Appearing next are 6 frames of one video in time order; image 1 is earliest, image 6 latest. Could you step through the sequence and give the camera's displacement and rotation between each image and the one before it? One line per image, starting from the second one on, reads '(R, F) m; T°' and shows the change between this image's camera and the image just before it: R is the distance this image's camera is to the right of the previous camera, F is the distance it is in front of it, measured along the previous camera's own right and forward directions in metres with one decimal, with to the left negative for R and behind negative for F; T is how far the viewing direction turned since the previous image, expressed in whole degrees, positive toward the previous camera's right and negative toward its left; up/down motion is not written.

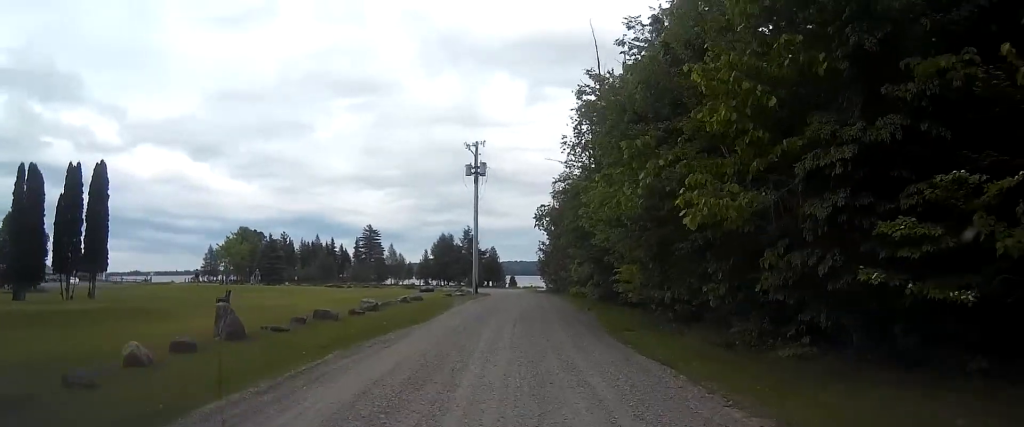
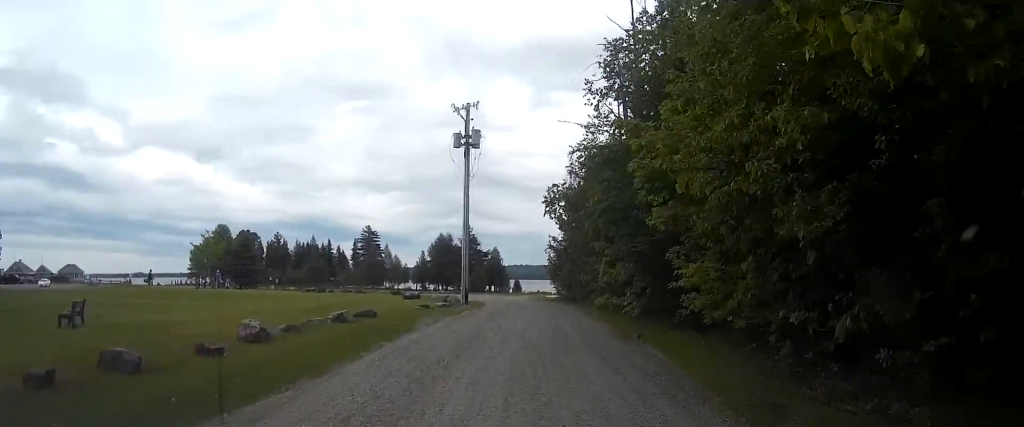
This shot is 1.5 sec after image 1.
(-0.2, +11.6) m; -1°
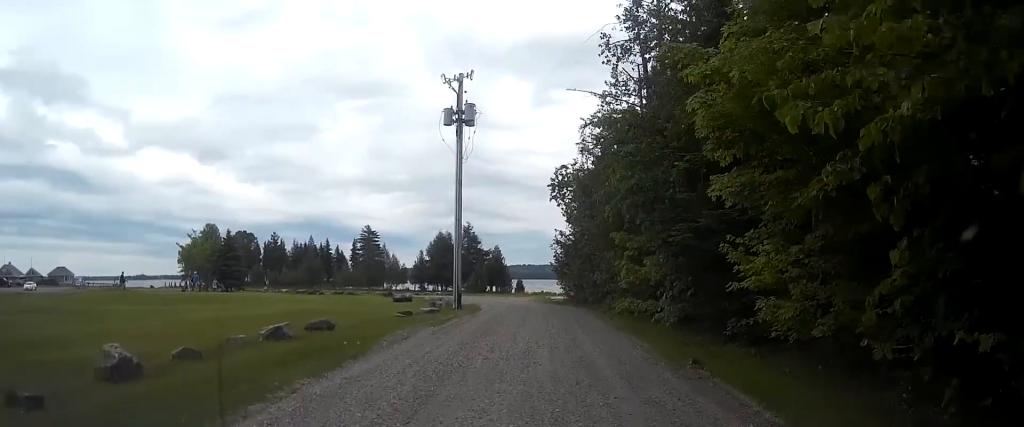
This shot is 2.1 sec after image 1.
(0.0, +5.2) m; -1°
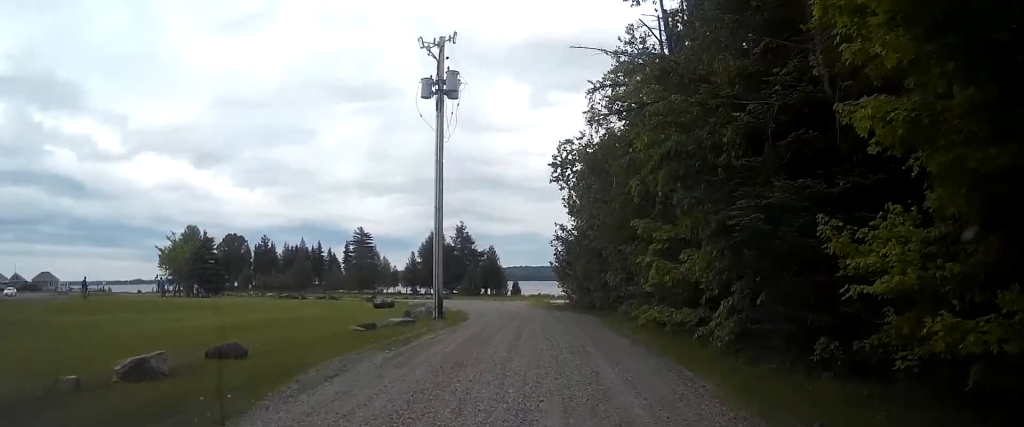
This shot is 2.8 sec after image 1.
(0.0, +5.2) m; -1°
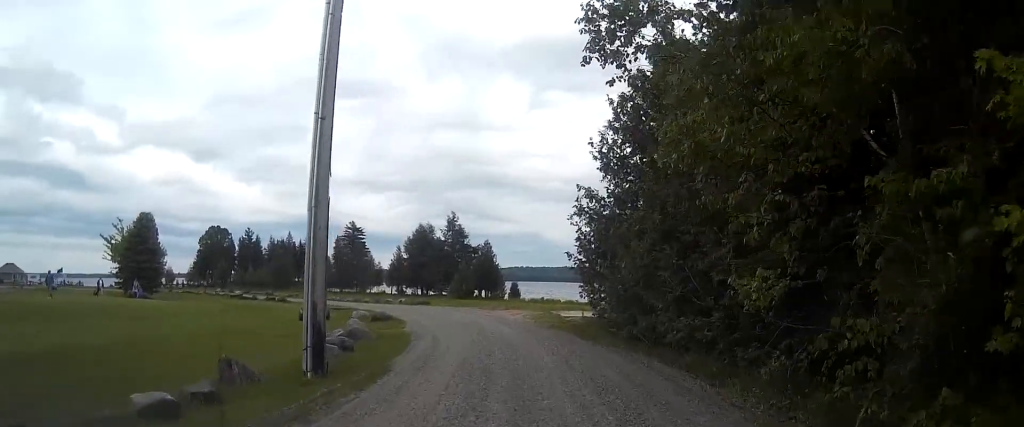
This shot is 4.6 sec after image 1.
(-0.1, +13.5) m; 0°
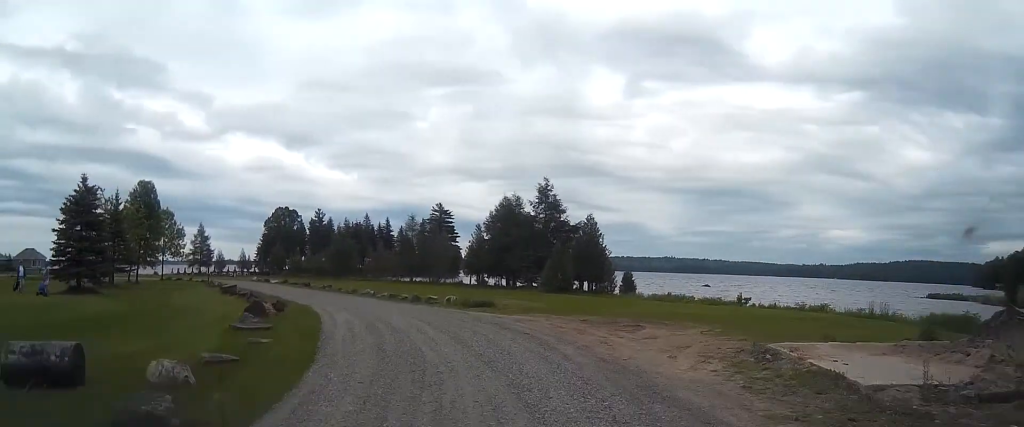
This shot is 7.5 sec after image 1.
(-0.5, +20.1) m; -9°
